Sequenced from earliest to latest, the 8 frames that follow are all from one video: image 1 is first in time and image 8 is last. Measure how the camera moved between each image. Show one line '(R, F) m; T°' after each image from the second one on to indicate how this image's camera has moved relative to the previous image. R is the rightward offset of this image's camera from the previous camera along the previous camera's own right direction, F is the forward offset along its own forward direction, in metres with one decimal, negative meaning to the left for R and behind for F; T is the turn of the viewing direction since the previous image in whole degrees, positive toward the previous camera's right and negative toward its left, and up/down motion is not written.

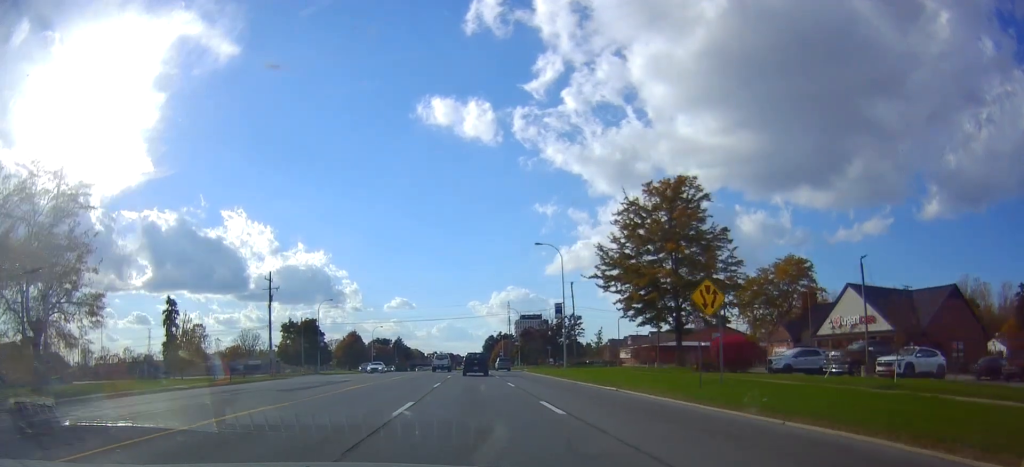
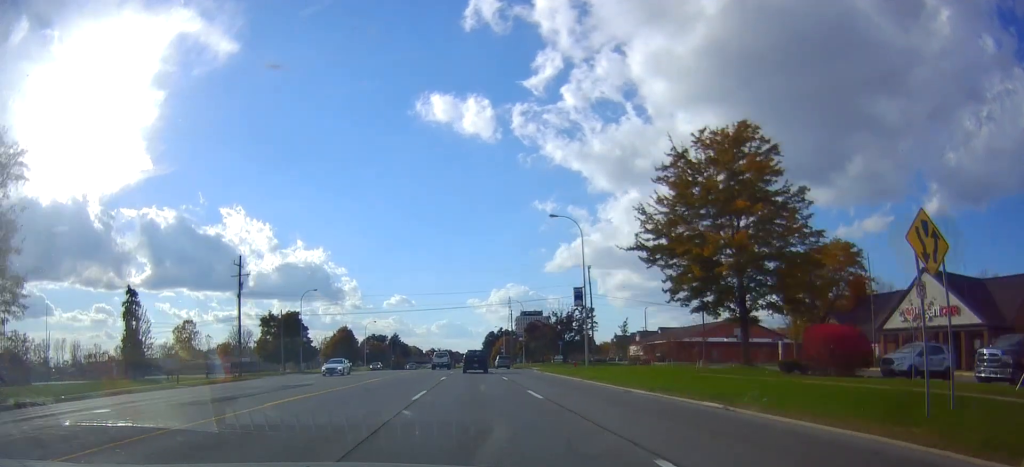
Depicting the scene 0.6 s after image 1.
(-0.3, +10.5) m; 0°
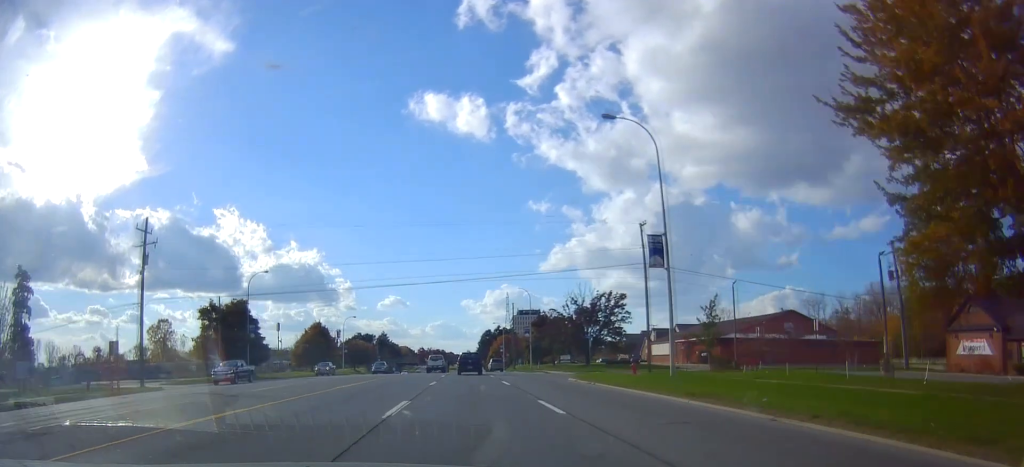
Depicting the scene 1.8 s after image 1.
(+0.8, +21.0) m; +3°
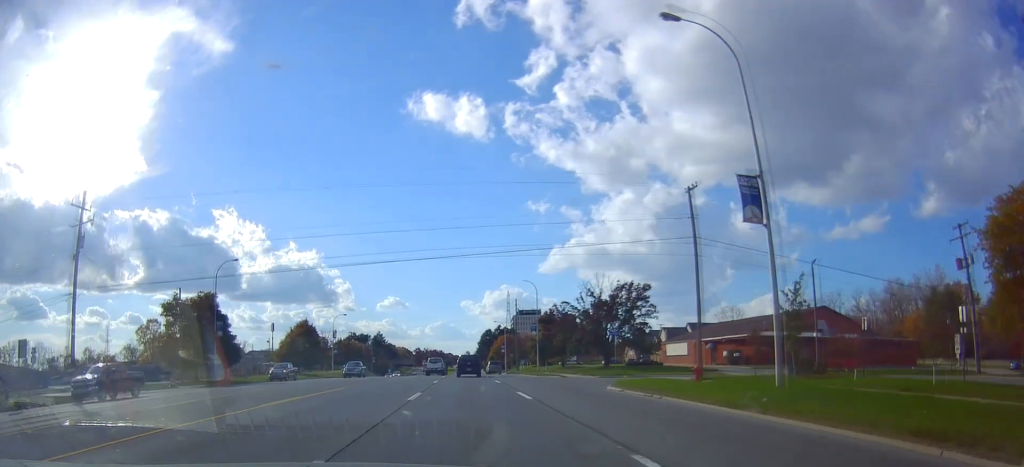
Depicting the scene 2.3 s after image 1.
(+0.4, +9.7) m; -1°
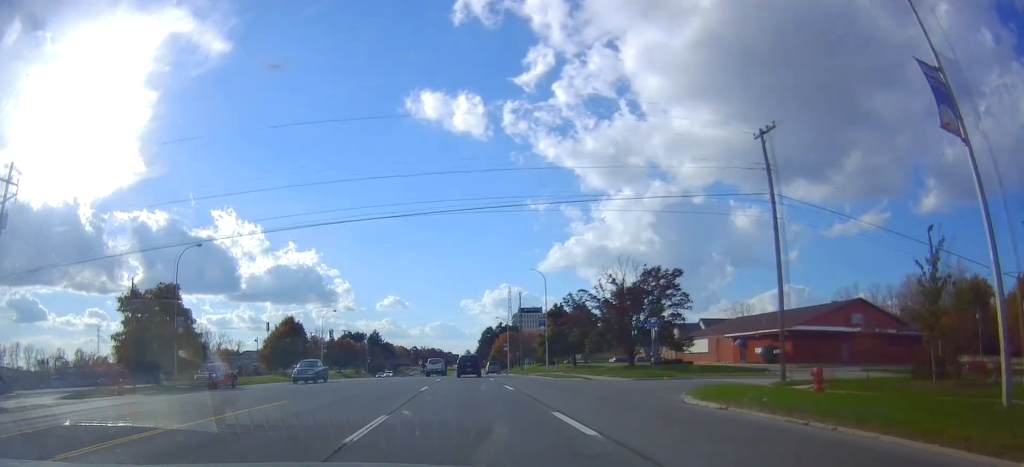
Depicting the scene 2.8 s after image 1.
(0.0, +9.2) m; -1°
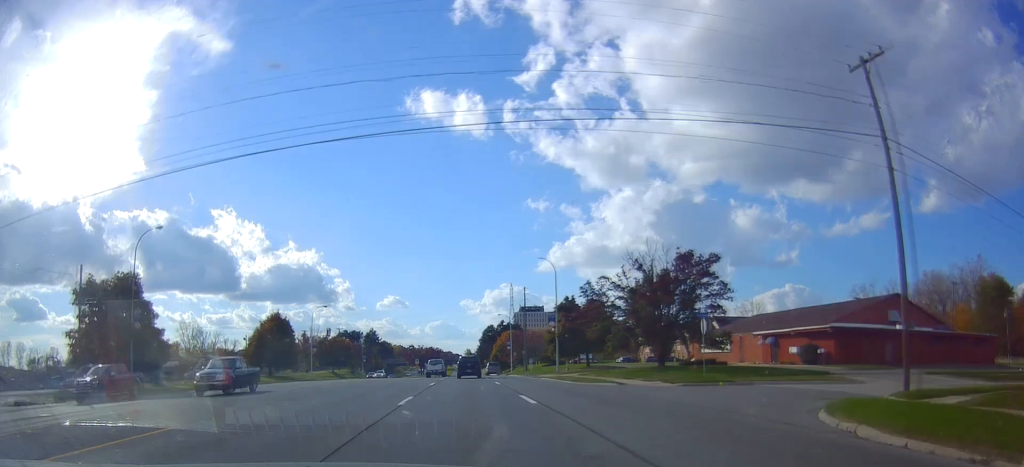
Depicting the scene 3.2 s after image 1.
(-0.4, +8.1) m; -1°
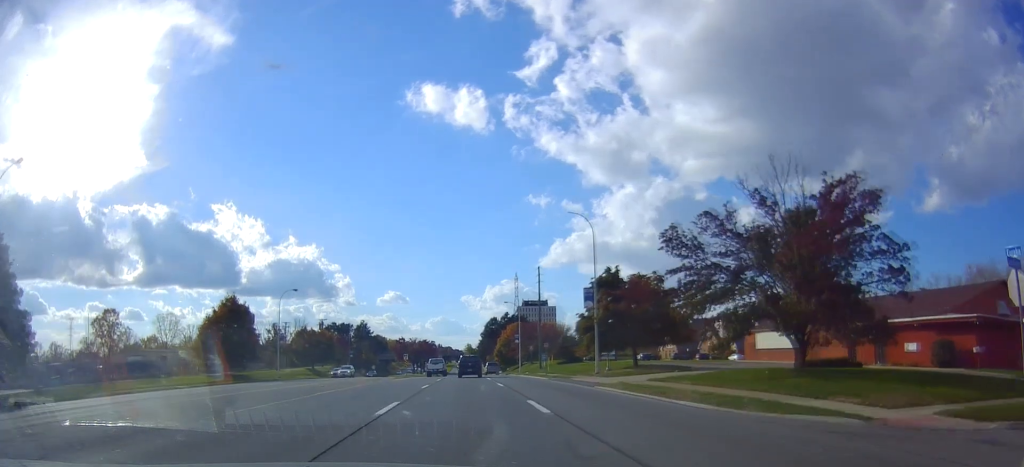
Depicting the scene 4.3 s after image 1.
(0.0, +19.4) m; +1°
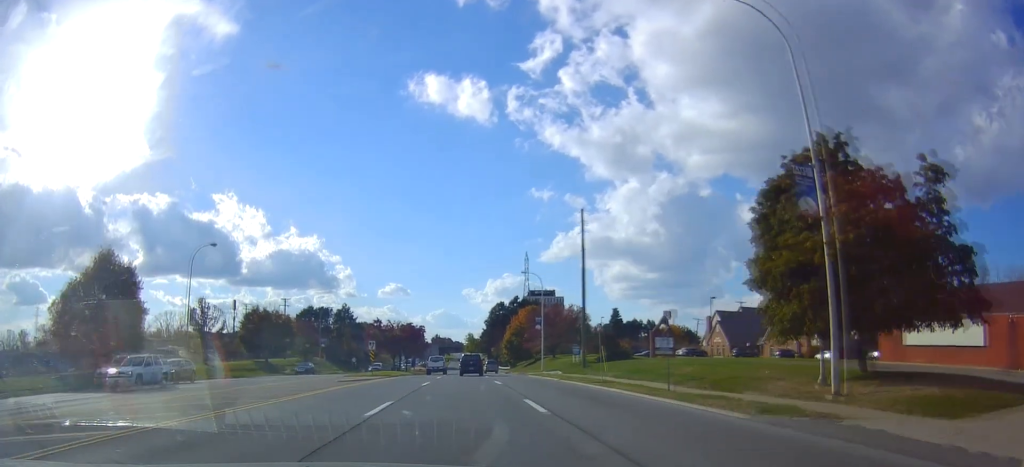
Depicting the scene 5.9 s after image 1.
(+0.3, +30.5) m; 0°
